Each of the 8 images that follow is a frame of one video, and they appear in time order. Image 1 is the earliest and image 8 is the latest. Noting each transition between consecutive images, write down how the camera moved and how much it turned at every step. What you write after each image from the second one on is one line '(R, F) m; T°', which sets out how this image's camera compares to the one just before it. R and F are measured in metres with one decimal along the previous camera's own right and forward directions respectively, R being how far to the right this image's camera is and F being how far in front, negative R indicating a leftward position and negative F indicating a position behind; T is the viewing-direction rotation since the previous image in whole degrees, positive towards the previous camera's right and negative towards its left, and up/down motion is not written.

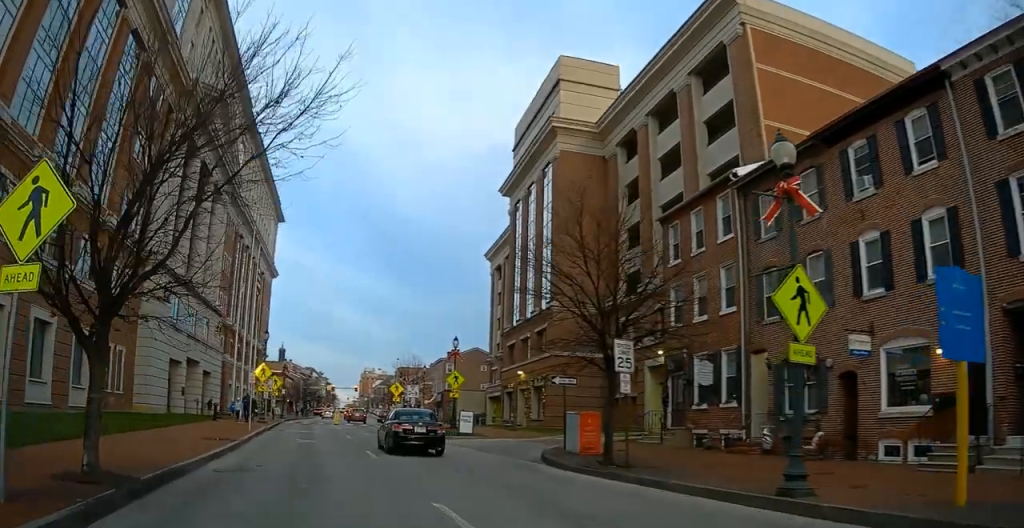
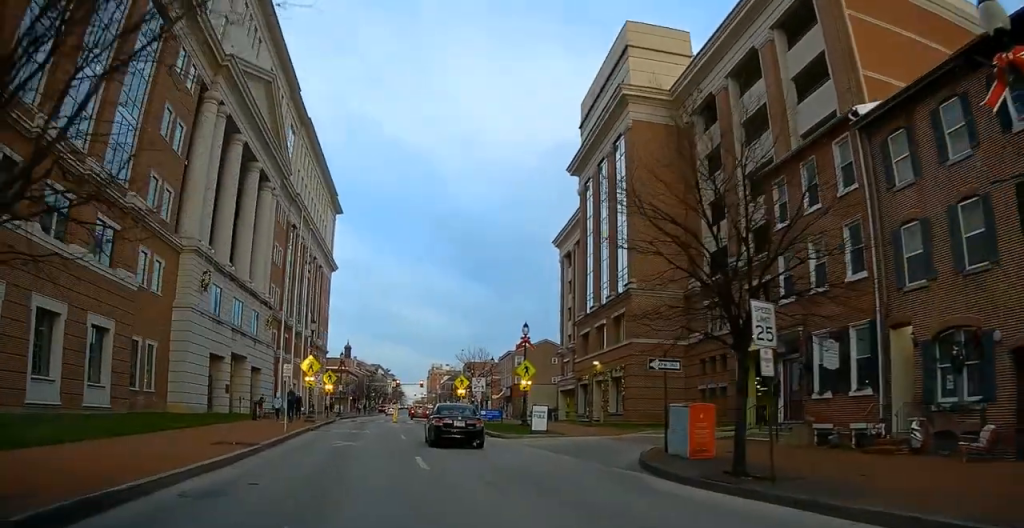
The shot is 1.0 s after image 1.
(-0.1, +4.2) m; -2°
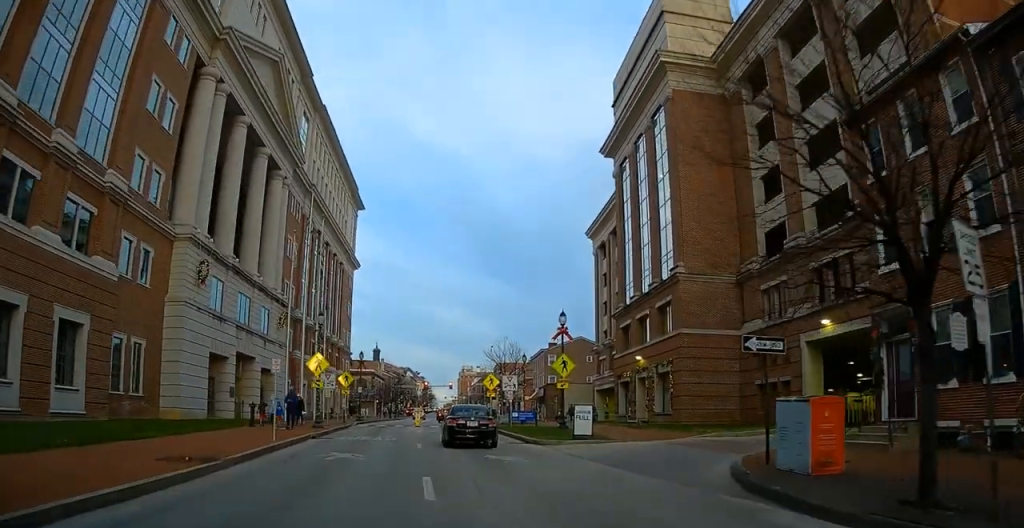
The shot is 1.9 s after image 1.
(0.0, +4.6) m; 0°
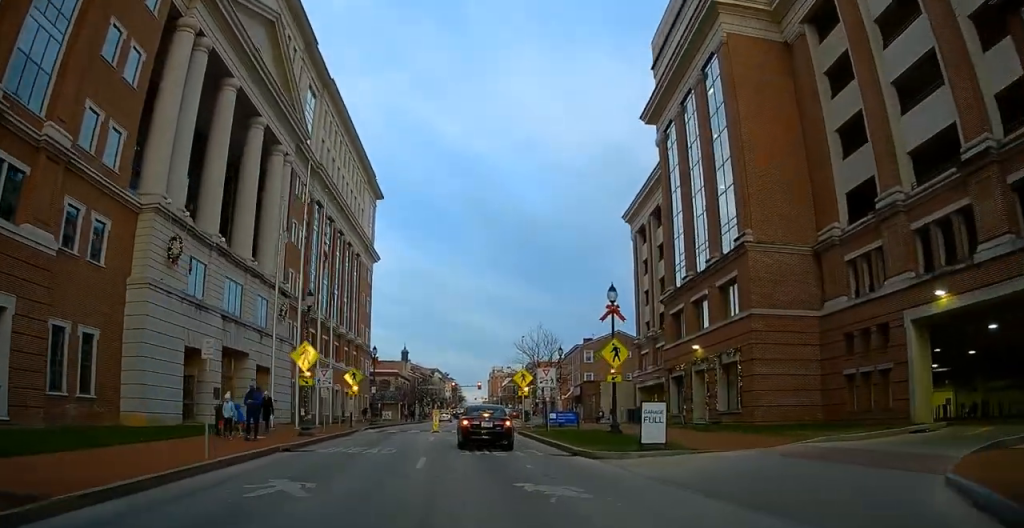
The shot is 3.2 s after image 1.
(-0.1, +6.7) m; 0°
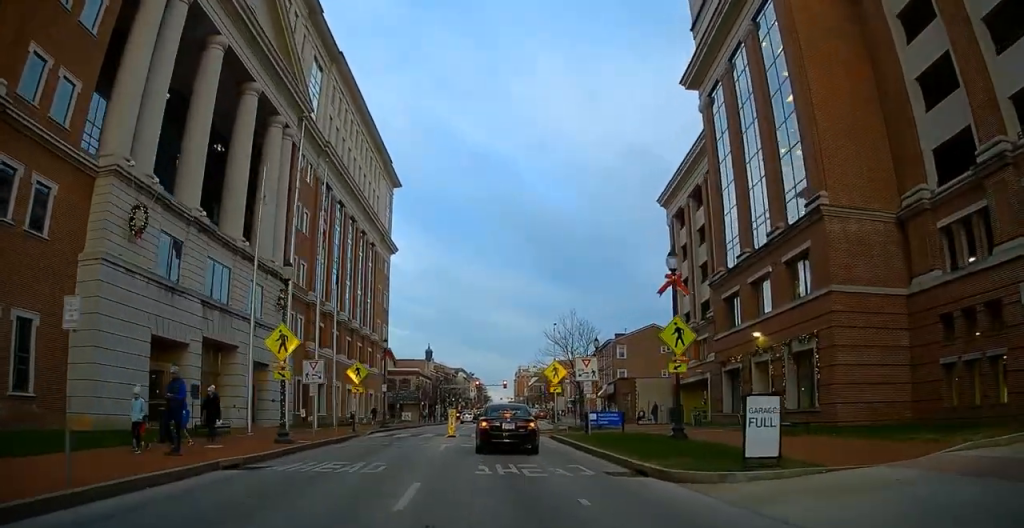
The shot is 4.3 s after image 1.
(+0.1, +6.1) m; 0°
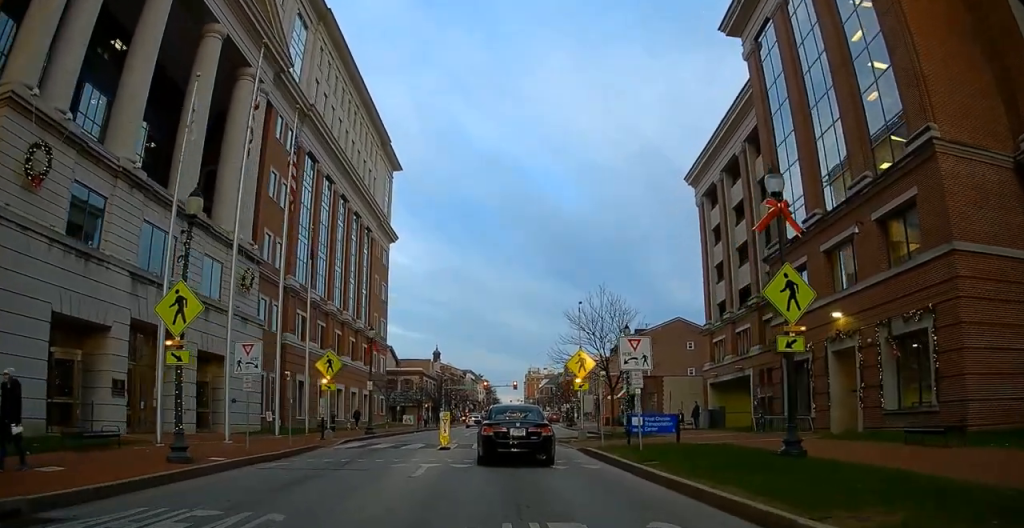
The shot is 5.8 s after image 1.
(-0.3, +8.1) m; -4°
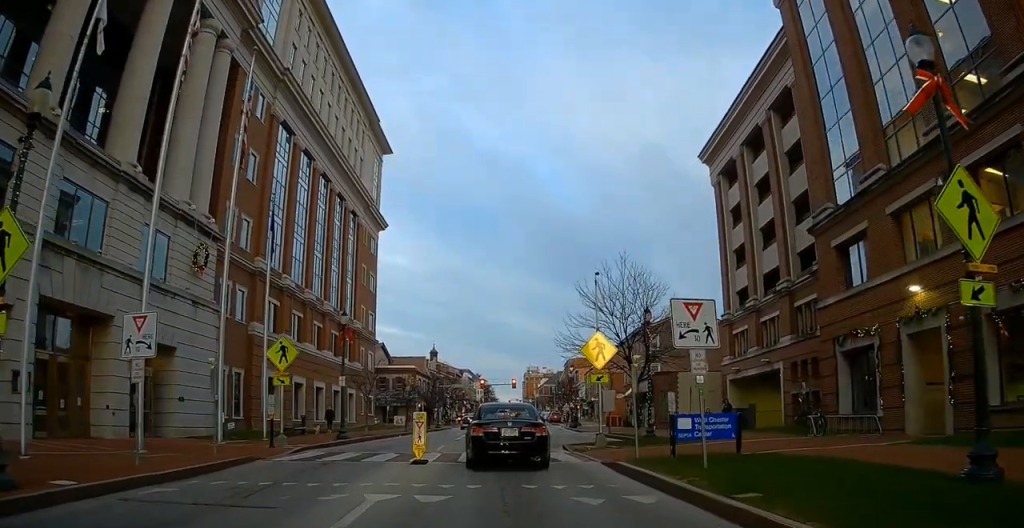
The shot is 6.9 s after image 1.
(-0.1, +6.0) m; 0°
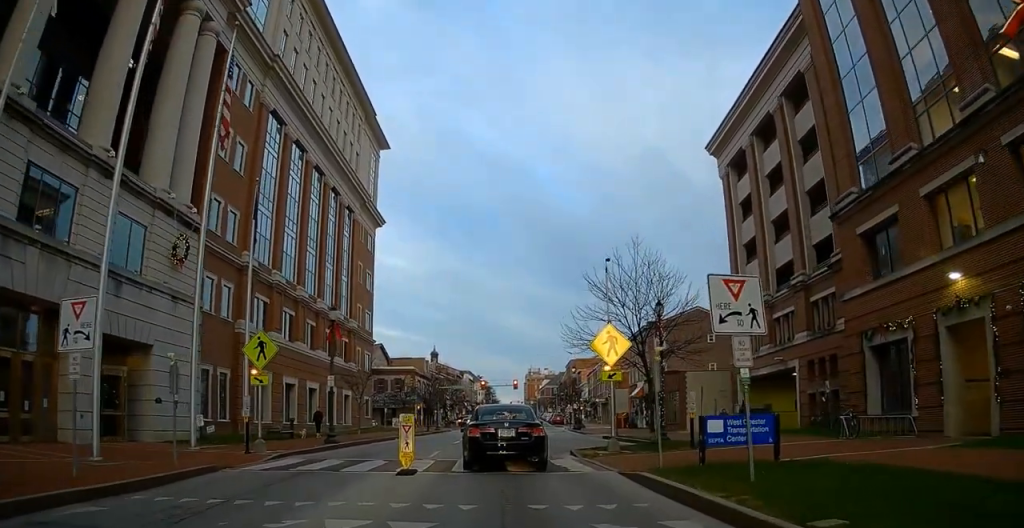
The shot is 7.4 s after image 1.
(0.0, +2.3) m; +1°
